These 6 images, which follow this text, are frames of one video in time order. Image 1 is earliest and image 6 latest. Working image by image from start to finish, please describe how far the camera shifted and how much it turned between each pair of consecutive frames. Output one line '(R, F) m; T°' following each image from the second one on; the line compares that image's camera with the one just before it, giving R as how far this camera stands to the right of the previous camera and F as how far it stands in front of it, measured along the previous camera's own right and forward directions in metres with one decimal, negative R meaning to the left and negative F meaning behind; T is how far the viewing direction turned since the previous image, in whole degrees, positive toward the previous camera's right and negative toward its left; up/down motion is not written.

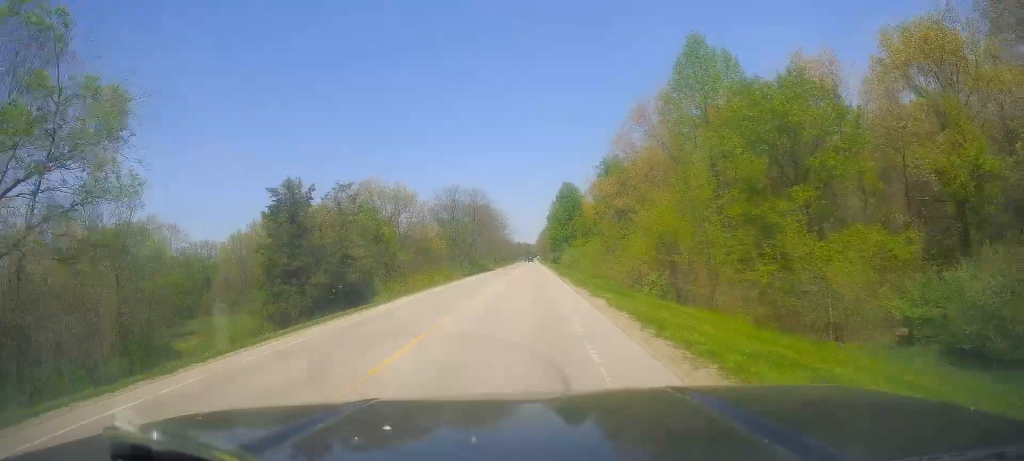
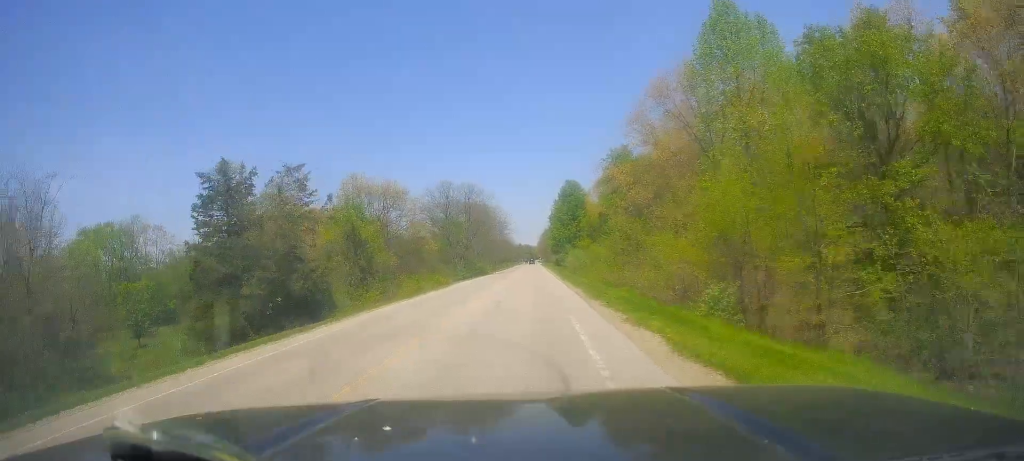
(0.0, +8.3) m; 0°
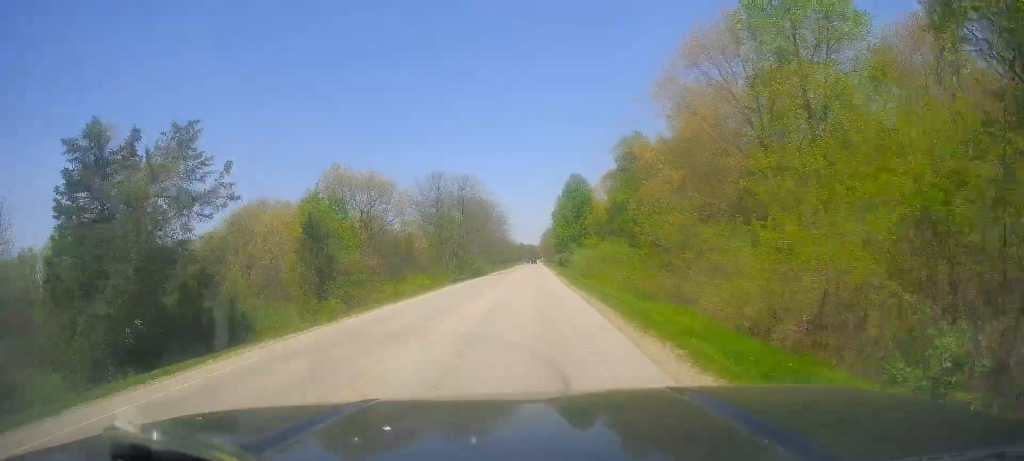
(+0.2, +9.9) m; -2°
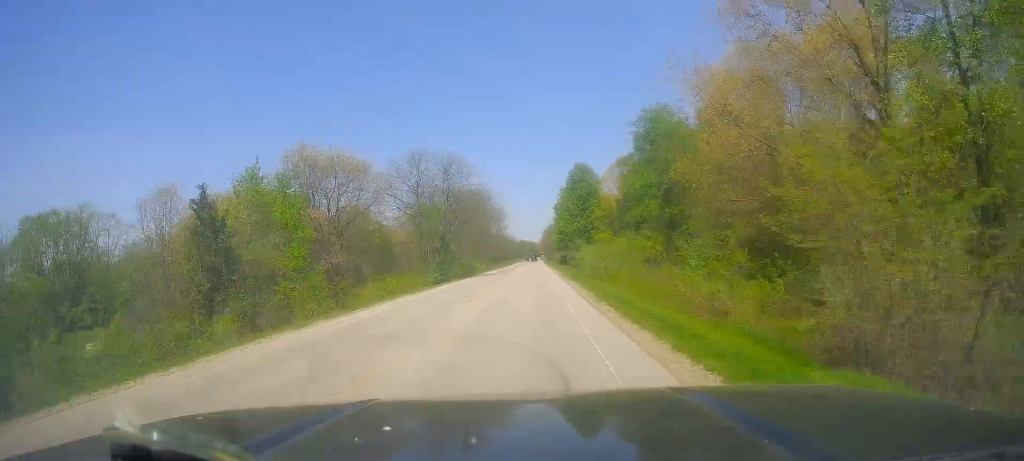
(-0.7, +13.5) m; -1°
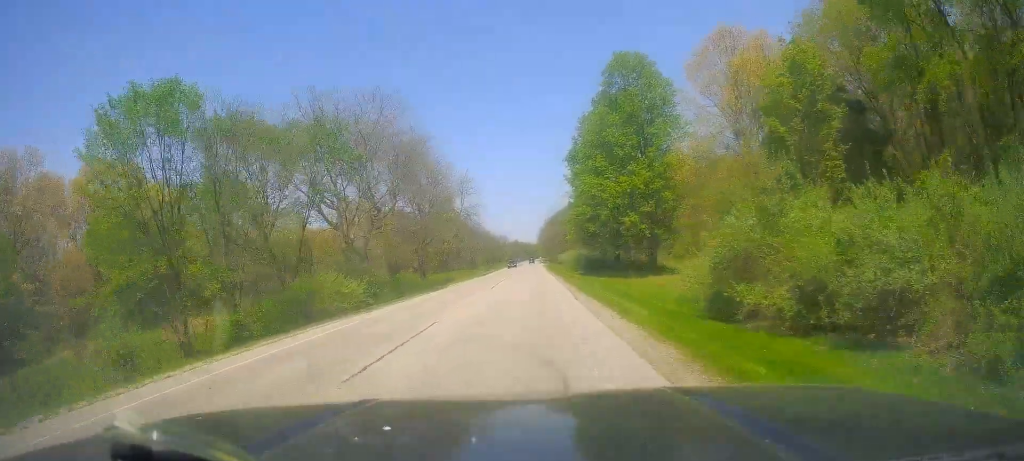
(+3.3, +69.0) m; +2°
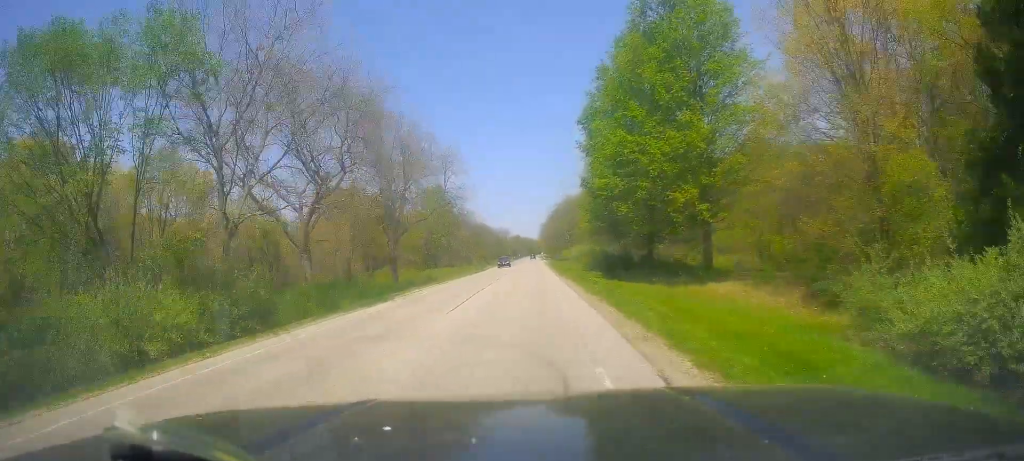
(-0.6, +17.3) m; -3°
